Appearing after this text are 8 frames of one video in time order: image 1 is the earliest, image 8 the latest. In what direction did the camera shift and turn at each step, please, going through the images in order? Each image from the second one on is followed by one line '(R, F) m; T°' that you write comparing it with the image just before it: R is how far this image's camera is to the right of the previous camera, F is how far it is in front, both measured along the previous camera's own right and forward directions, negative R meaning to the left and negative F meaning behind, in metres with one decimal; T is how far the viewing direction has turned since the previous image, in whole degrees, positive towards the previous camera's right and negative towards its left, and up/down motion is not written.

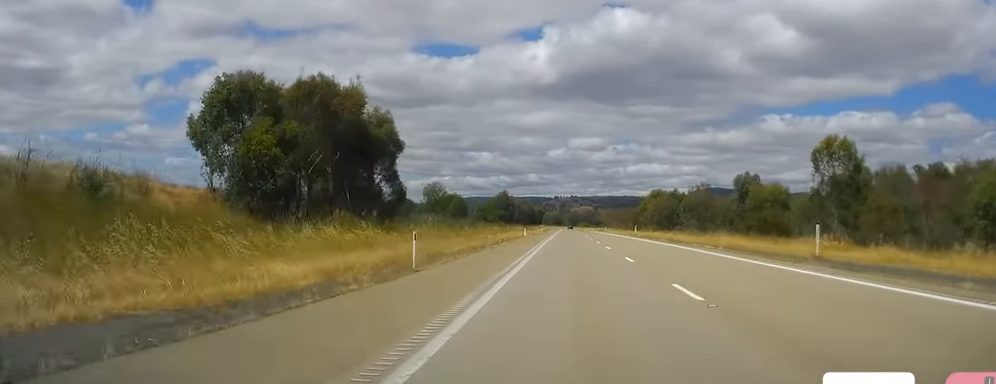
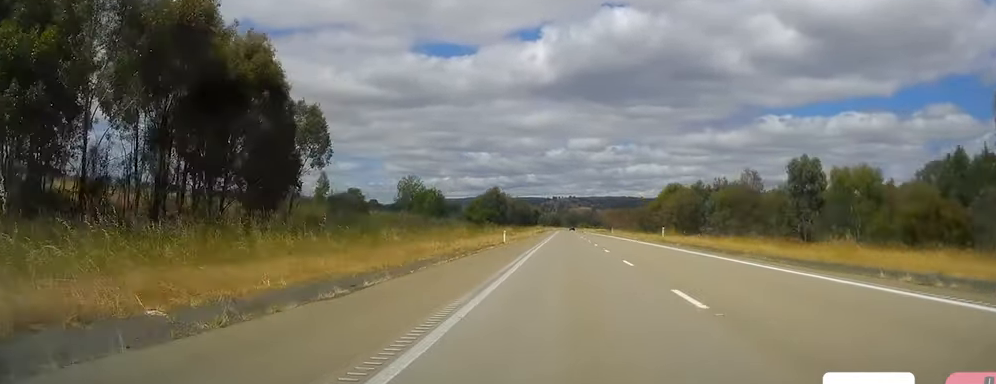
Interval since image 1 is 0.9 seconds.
(+0.6, +24.8) m; +1°
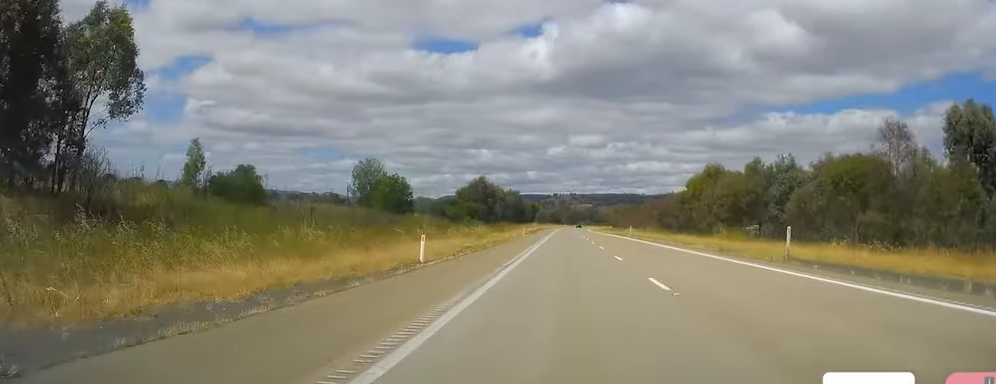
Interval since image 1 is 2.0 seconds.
(+0.1, +32.4) m; -1°
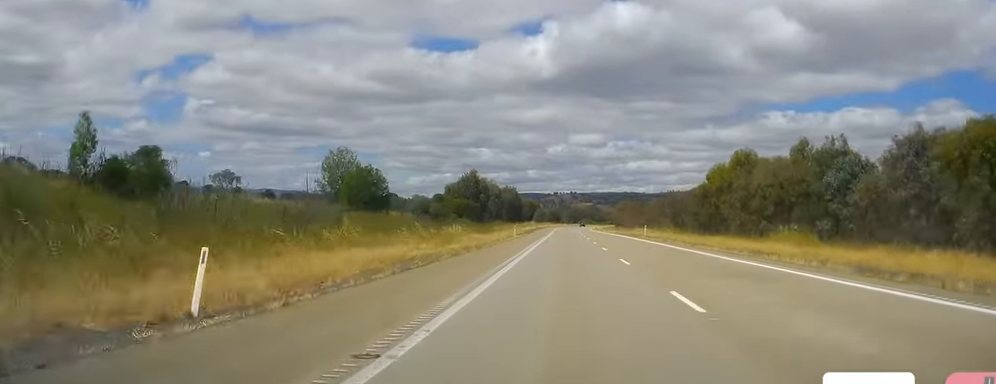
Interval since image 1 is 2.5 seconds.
(-0.3, +15.2) m; 0°
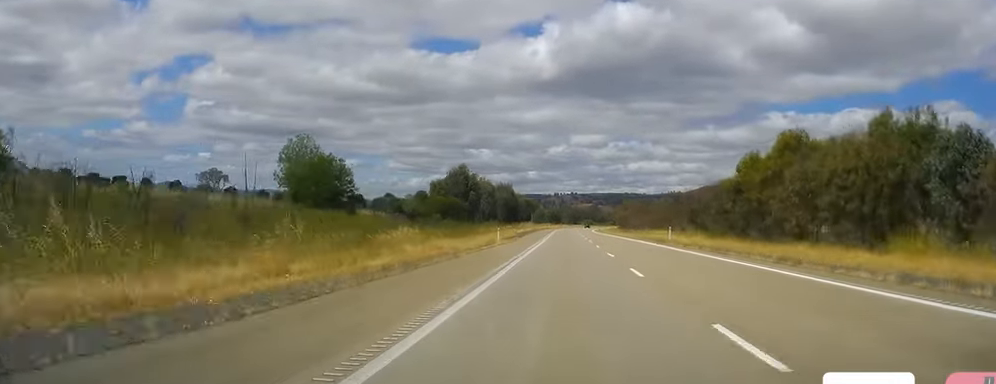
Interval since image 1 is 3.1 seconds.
(-0.5, +16.1) m; 0°
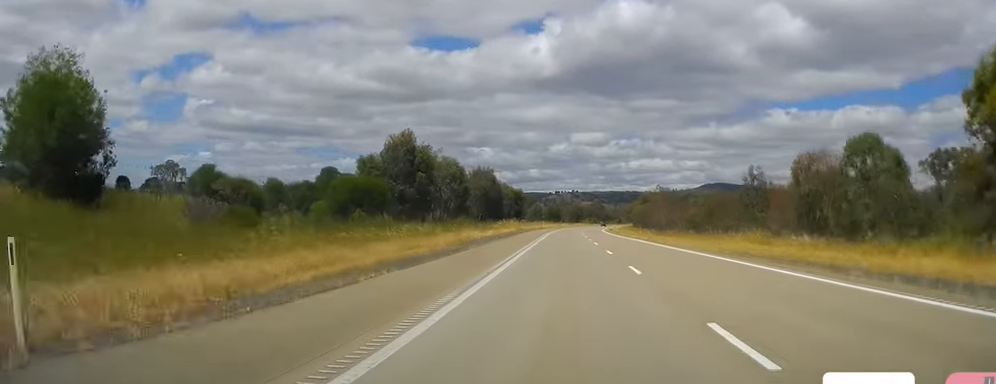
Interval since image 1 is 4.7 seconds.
(+1.0, +47.0) m; +1°
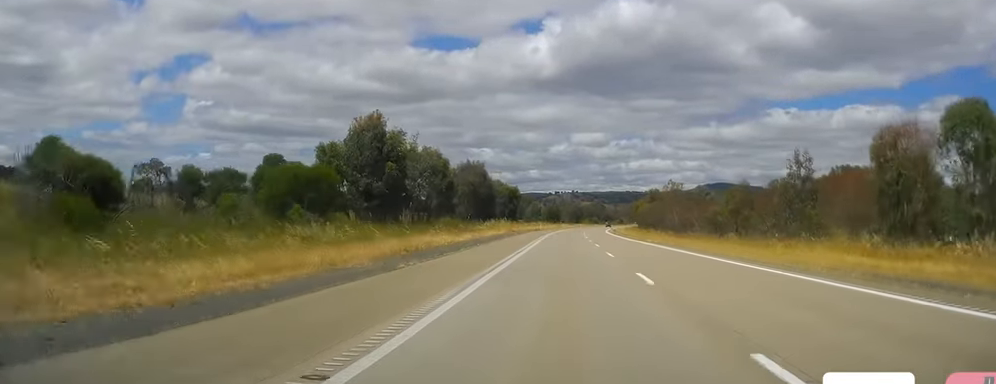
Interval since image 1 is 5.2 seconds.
(-0.1, +14.4) m; 0°
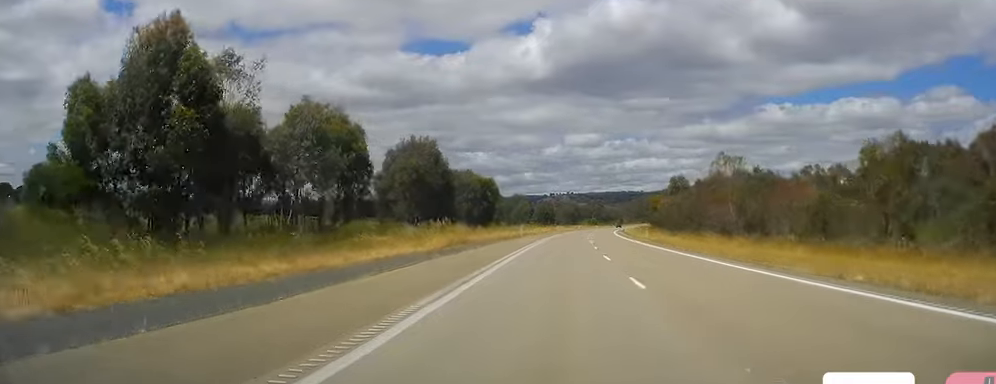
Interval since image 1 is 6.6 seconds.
(-0.2, +38.4) m; -1°
